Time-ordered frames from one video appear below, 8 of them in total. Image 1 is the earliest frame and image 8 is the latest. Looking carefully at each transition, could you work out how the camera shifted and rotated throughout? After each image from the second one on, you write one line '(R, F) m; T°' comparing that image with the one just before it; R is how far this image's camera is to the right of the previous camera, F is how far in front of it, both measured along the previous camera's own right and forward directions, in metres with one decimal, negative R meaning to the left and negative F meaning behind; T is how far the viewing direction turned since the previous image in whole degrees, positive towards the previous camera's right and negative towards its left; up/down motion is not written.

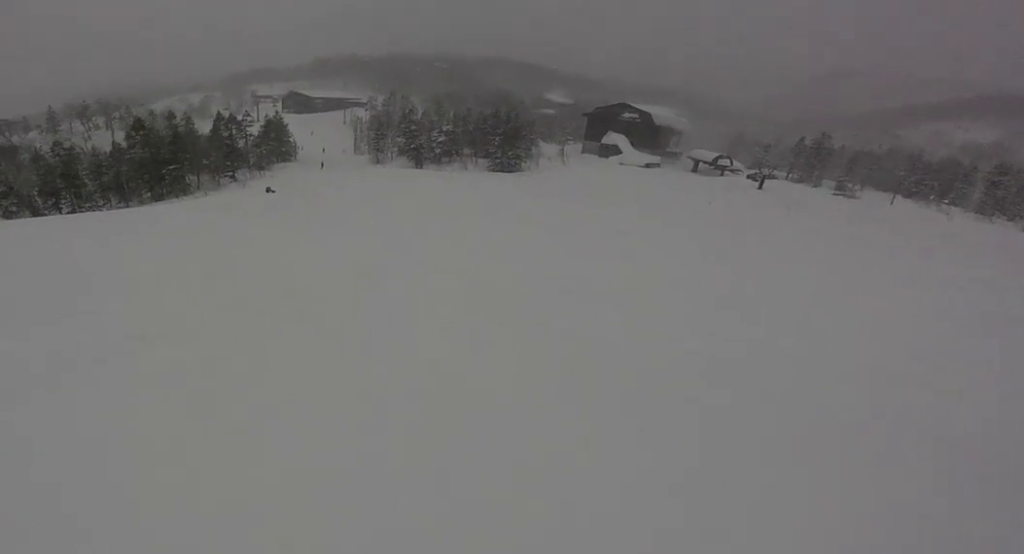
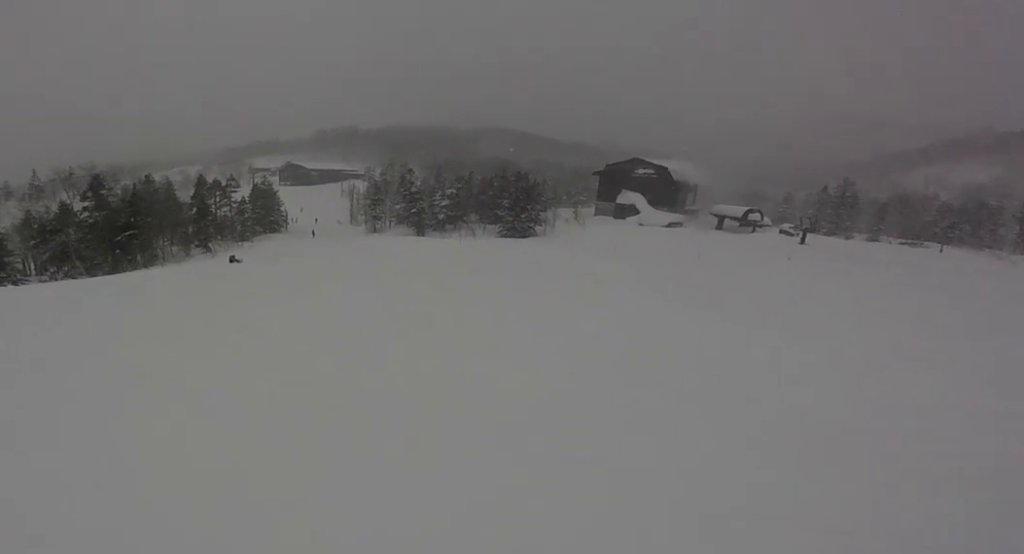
(-0.5, +7.3) m; -4°
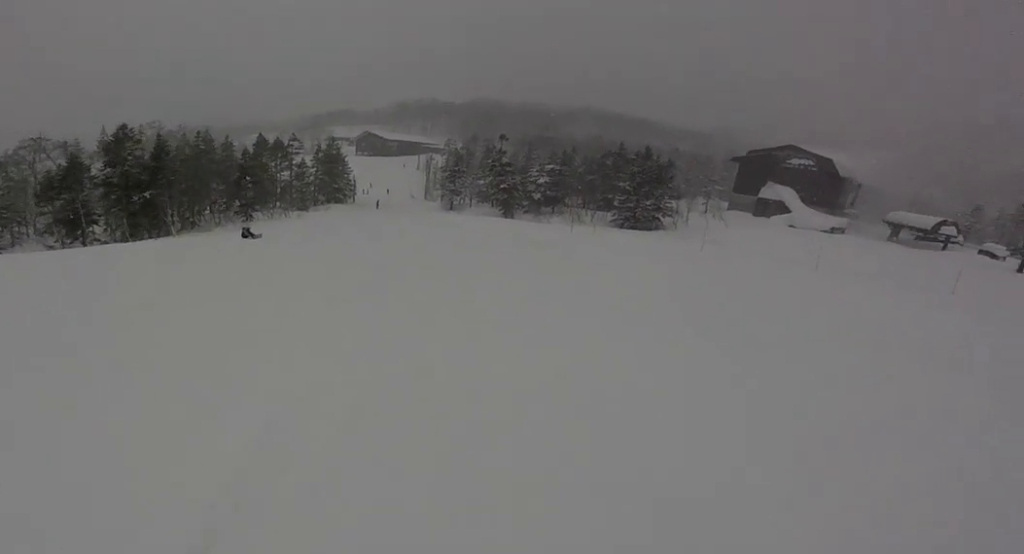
(0.0, +7.7) m; -6°
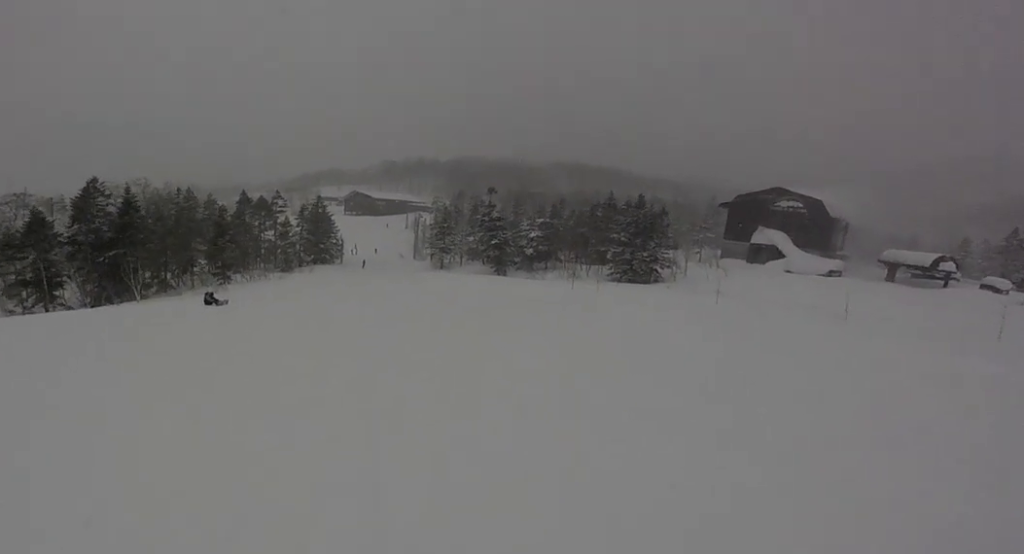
(+0.1, +2.1) m; -2°
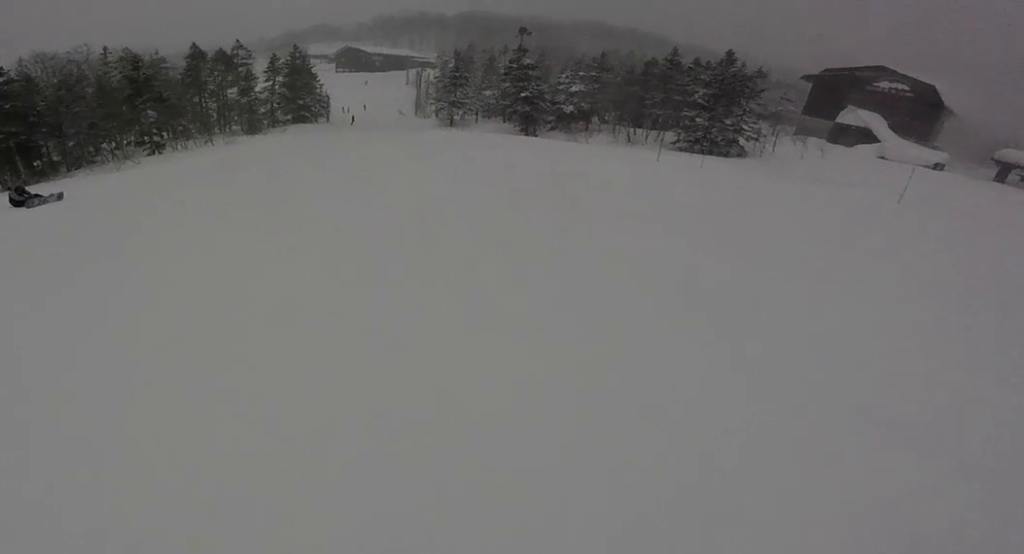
(-0.4, +6.2) m; 0°
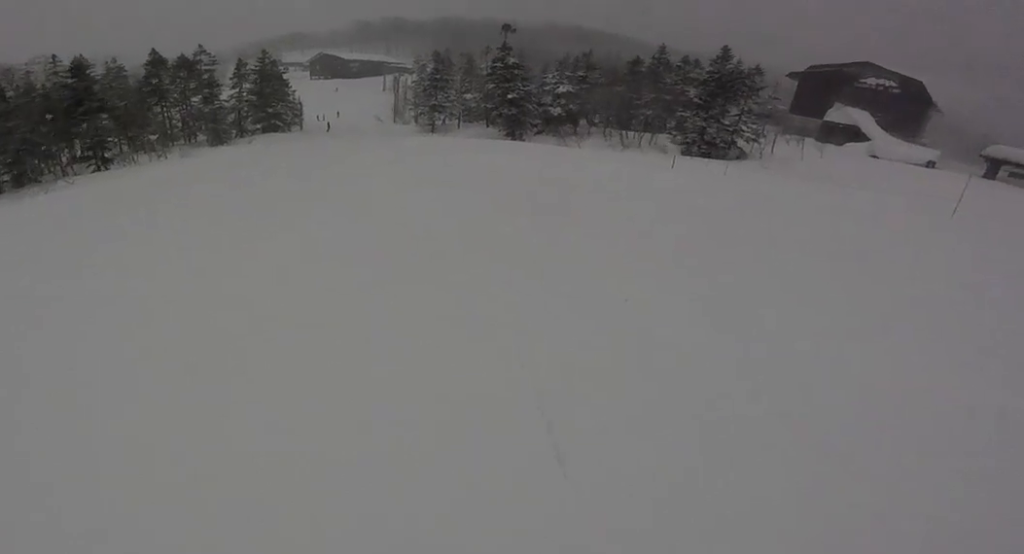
(+0.3, +2.3) m; +1°
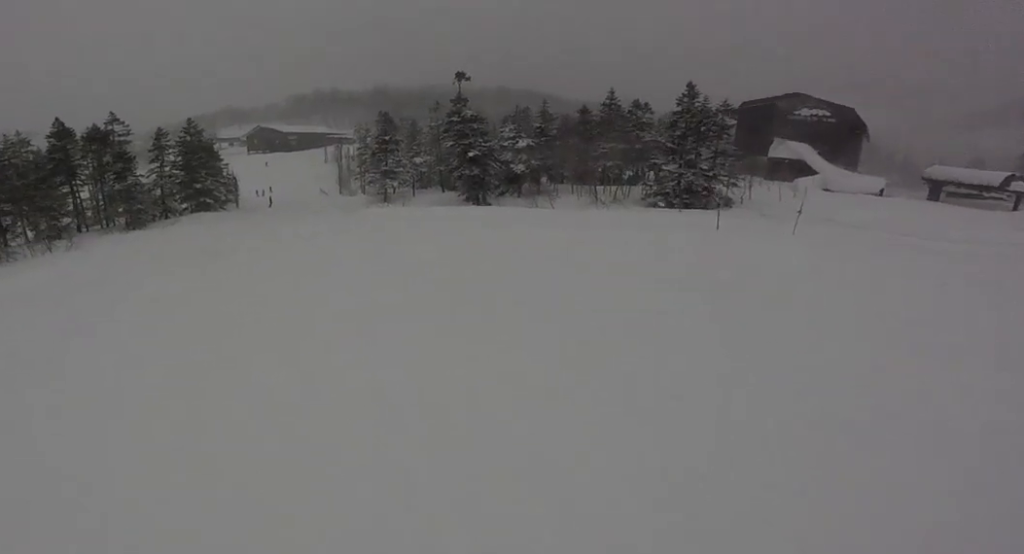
(-0.4, +4.4) m; +13°
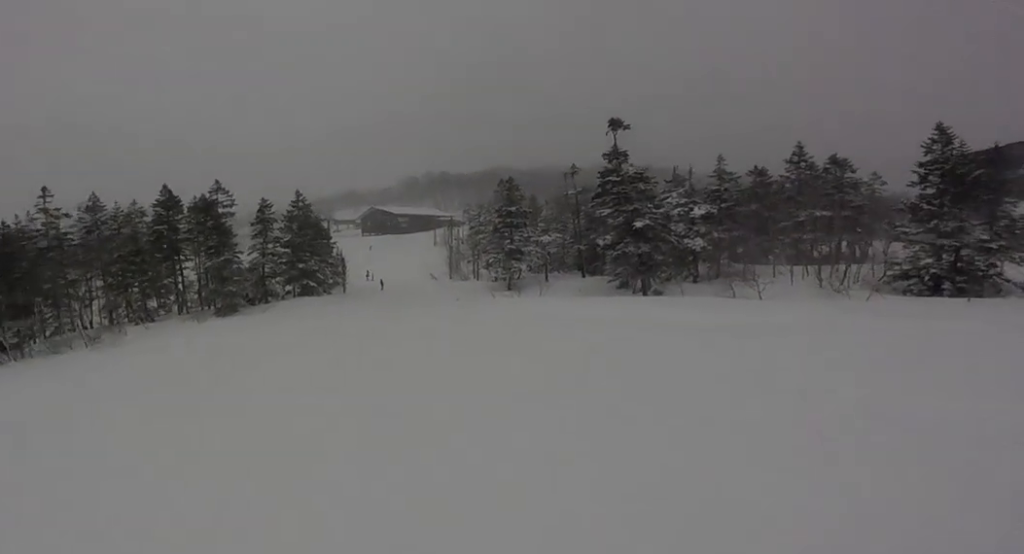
(+1.5, +5.2) m; +4°
